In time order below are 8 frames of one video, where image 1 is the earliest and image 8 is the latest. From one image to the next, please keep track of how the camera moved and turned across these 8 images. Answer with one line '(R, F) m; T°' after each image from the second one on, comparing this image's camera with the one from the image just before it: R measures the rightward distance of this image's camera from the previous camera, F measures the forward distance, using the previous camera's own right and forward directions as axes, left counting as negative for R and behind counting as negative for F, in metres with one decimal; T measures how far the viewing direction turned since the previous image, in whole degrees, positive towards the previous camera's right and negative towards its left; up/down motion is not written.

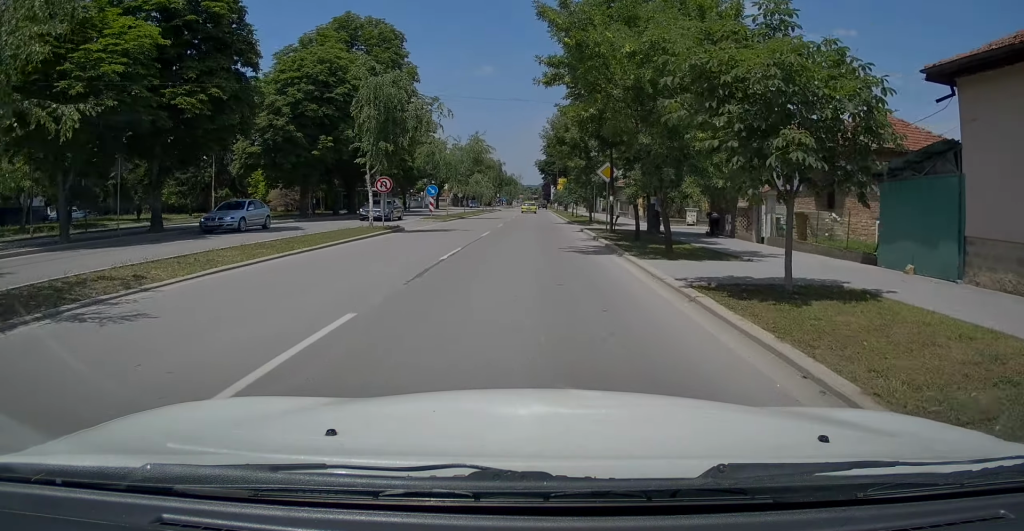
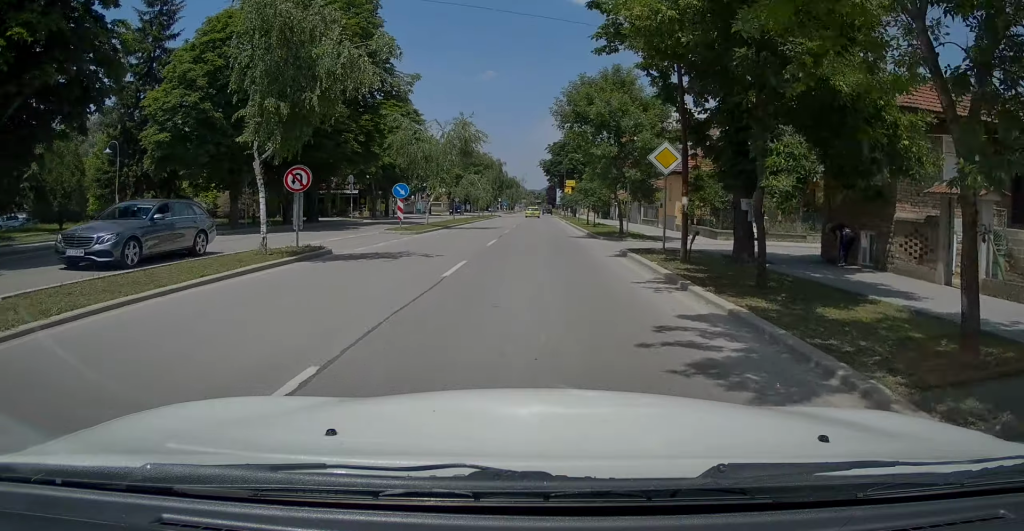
(+0.1, +11.0) m; -1°
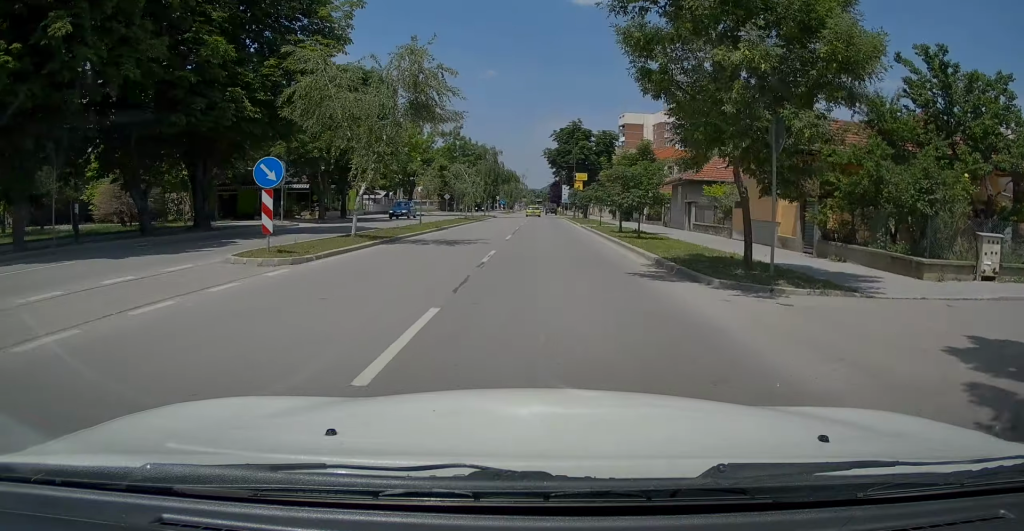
(-0.4, +14.7) m; -1°
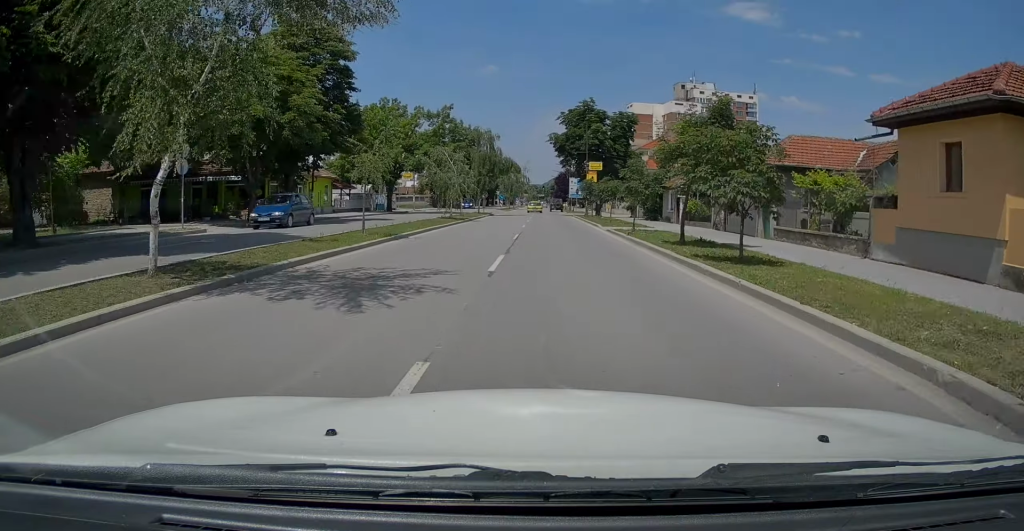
(+0.1, +11.2) m; +1°
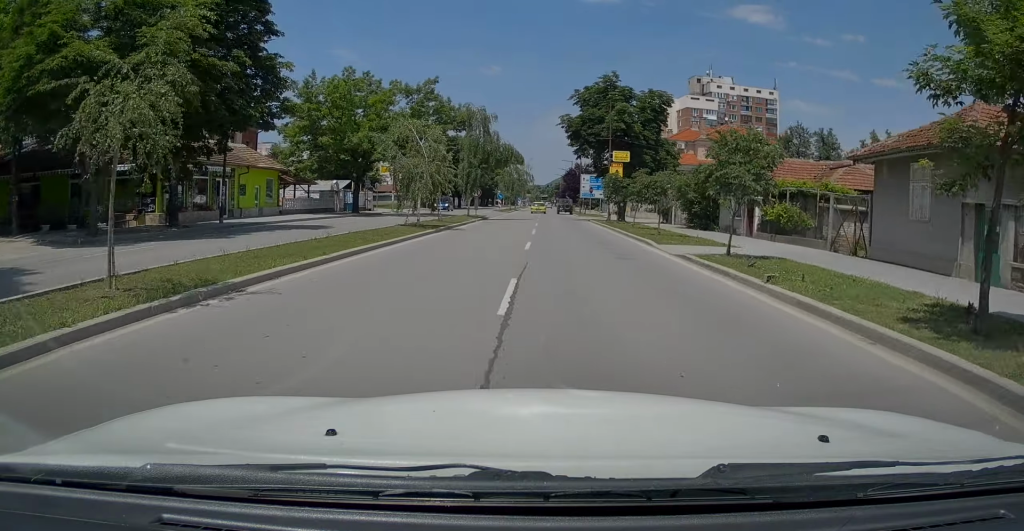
(+0.2, +13.1) m; 0°
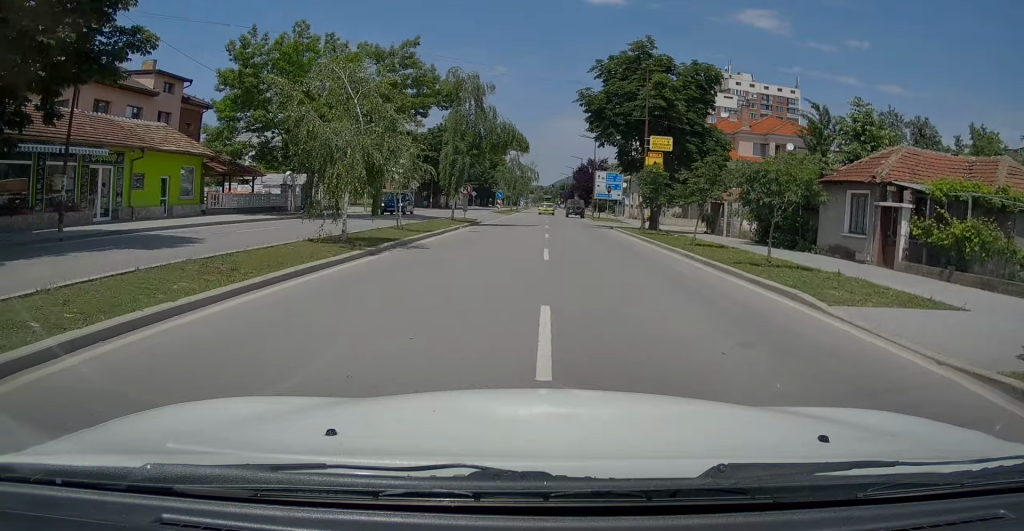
(-0.2, +11.1) m; -1°
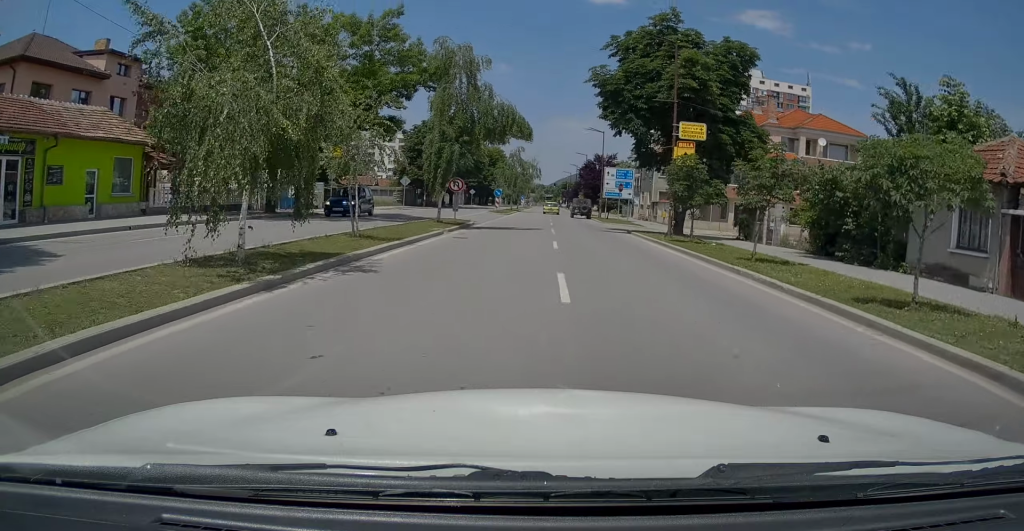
(-0.1, +5.5) m; -1°
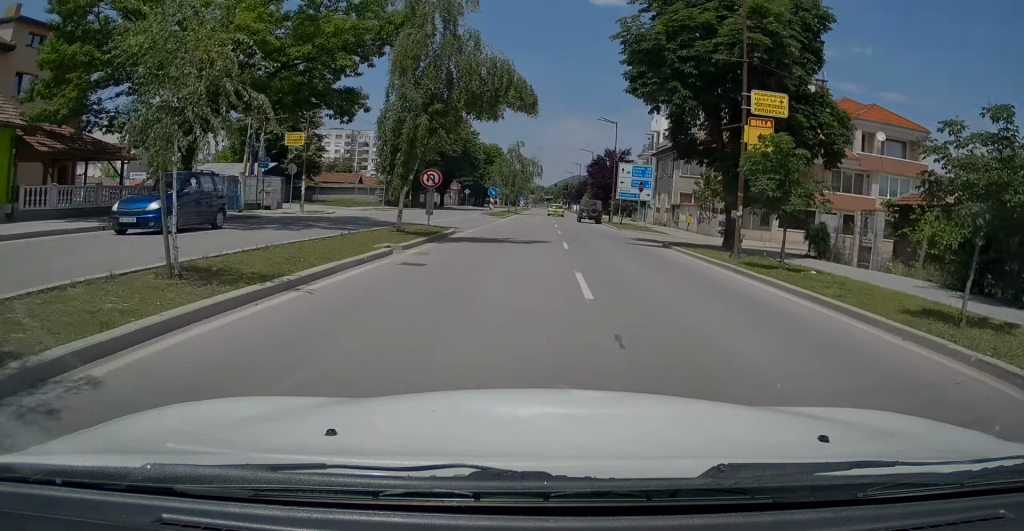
(+0.1, +8.2) m; +1°
